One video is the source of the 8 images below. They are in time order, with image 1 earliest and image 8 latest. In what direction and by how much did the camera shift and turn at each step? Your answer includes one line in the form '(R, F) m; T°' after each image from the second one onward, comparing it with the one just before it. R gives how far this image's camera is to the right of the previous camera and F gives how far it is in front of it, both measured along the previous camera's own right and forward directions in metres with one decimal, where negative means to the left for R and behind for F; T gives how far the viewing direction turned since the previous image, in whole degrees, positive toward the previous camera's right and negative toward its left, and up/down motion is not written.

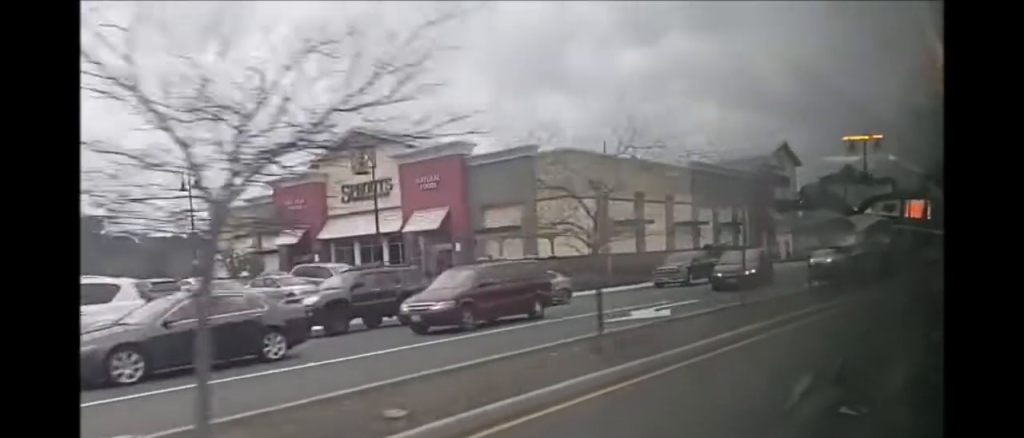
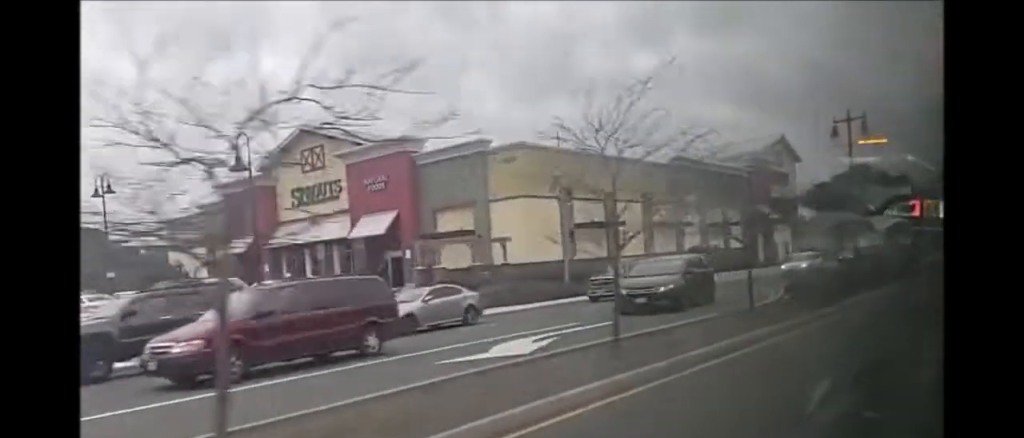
(0.0, +6.5) m; 0°
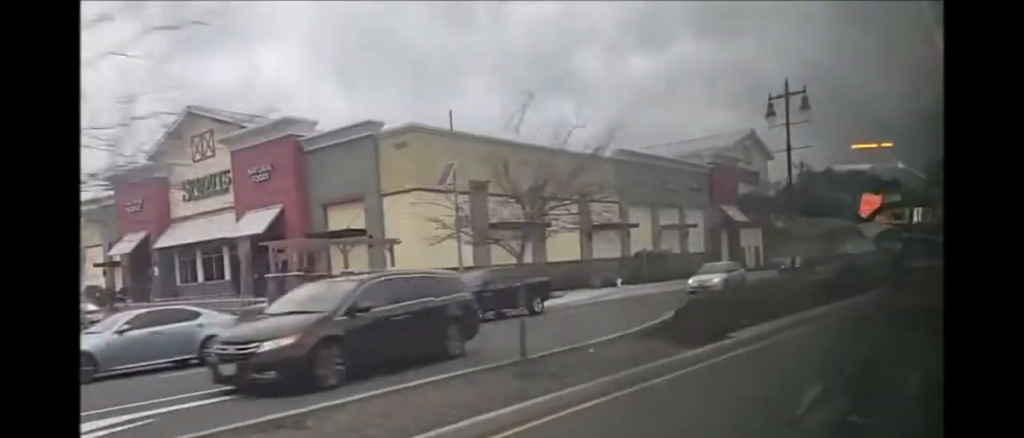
(0.0, +7.8) m; 0°
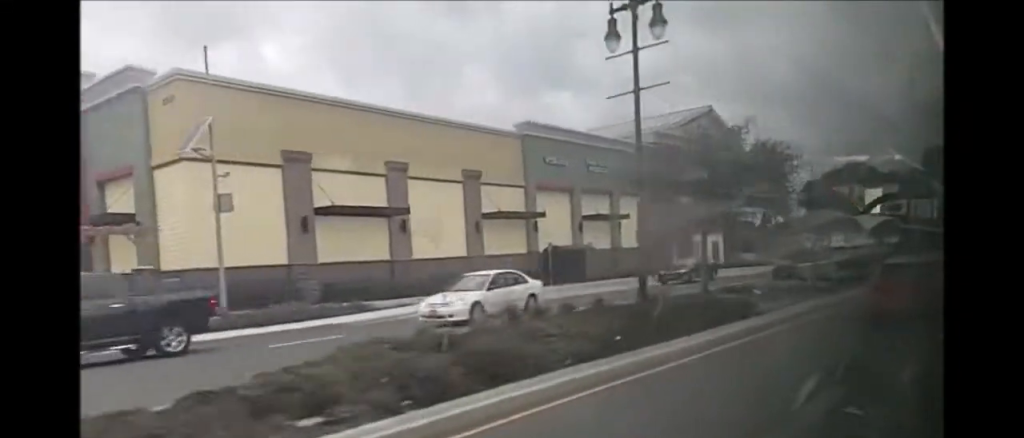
(+0.1, +12.1) m; 0°
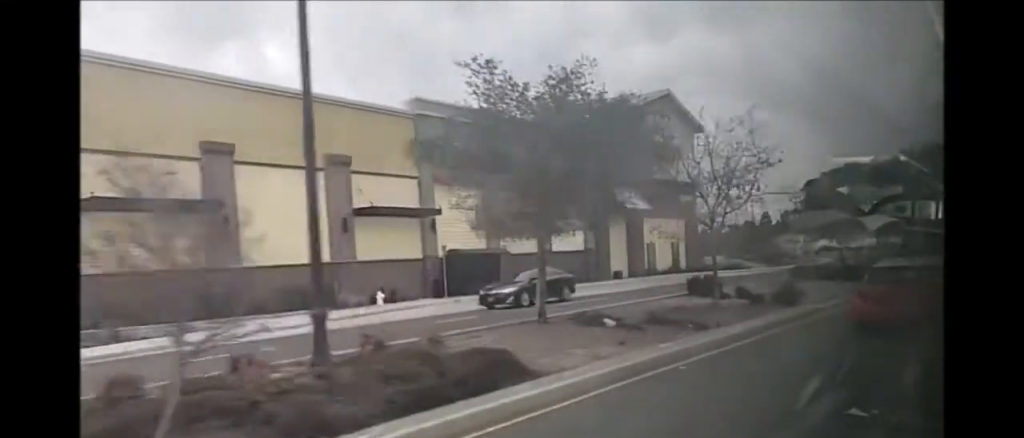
(0.0, +8.9) m; 0°
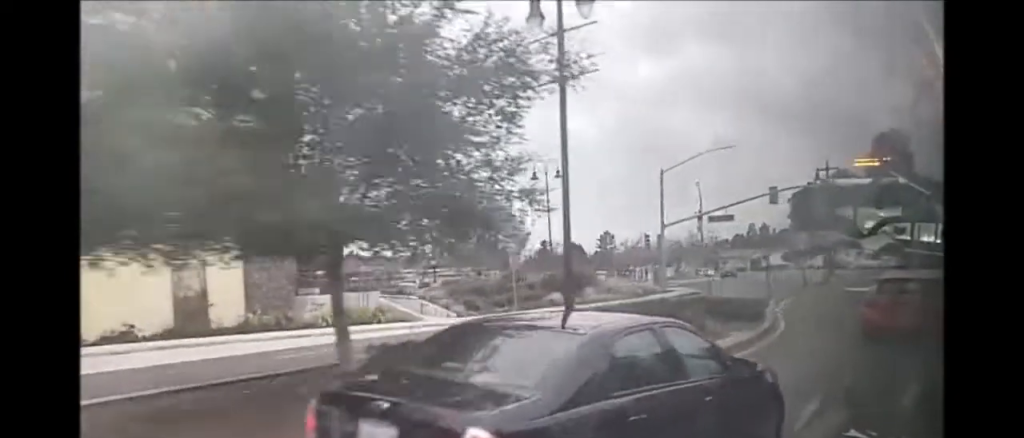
(-1.2, +39.2) m; 0°
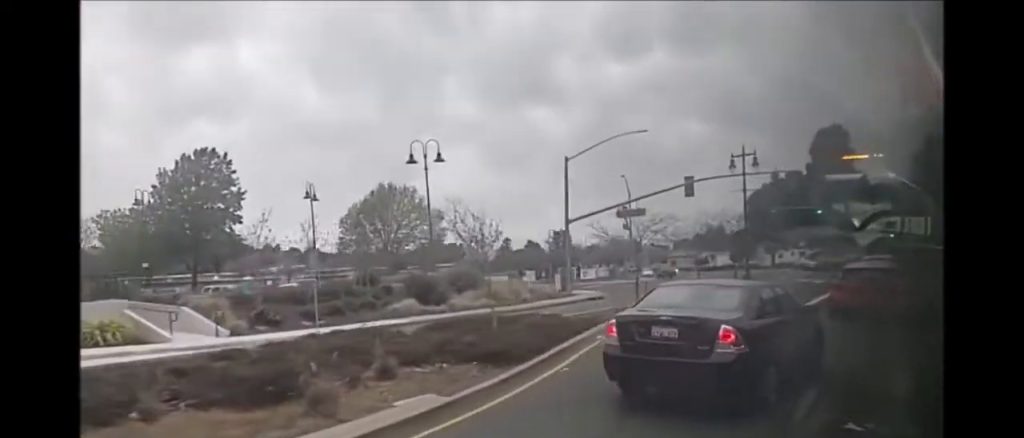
(+0.4, +9.6) m; +4°
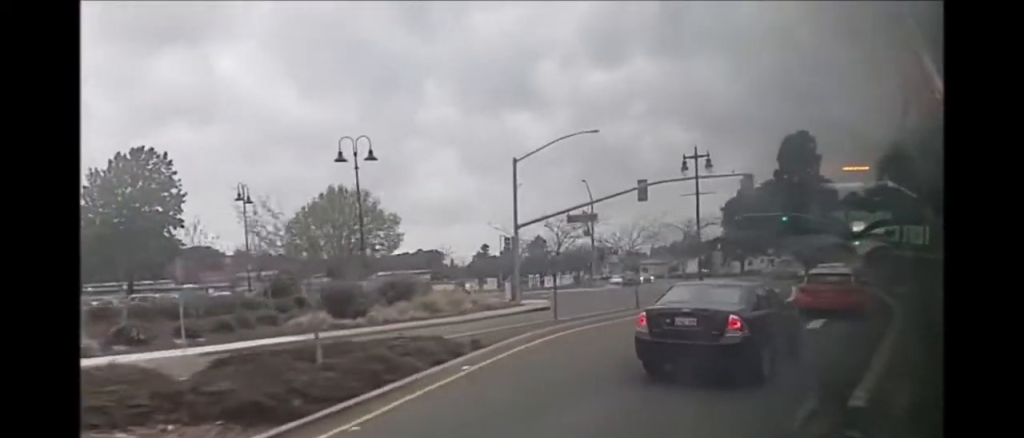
(+0.1, +3.9) m; +1°
